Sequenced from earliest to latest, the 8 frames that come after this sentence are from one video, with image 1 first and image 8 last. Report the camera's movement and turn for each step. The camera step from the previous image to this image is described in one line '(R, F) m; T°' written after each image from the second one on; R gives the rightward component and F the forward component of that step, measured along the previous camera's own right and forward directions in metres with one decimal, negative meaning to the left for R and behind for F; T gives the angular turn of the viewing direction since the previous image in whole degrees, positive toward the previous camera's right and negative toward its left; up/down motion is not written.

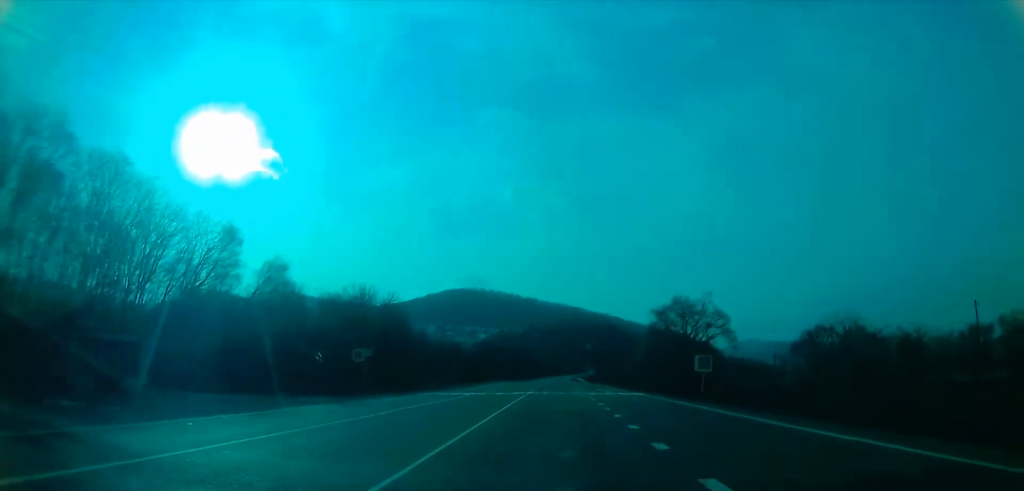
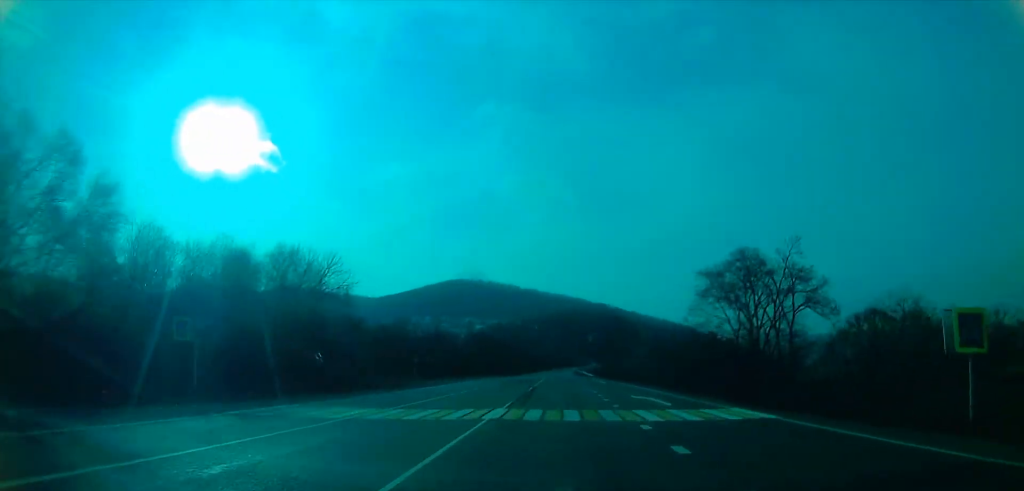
(+0.1, +24.5) m; +1°
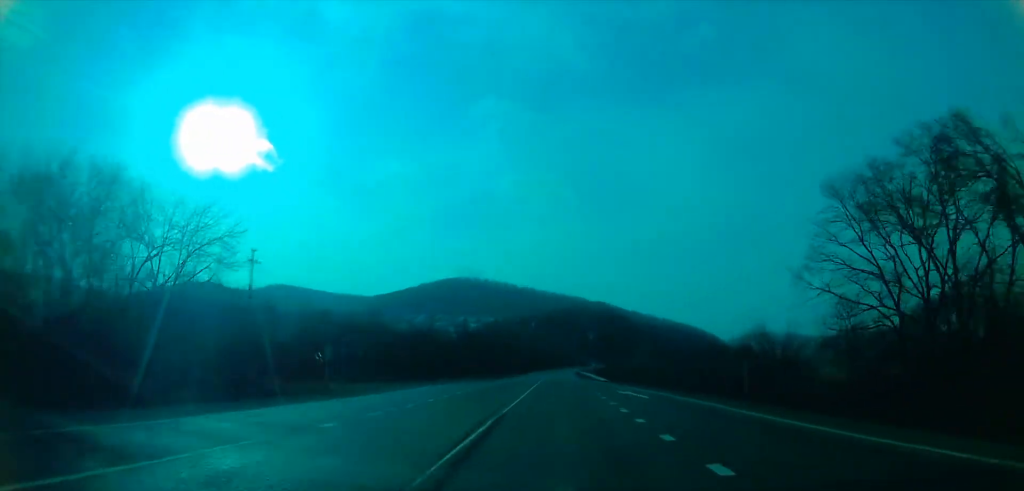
(+0.1, +25.4) m; 0°
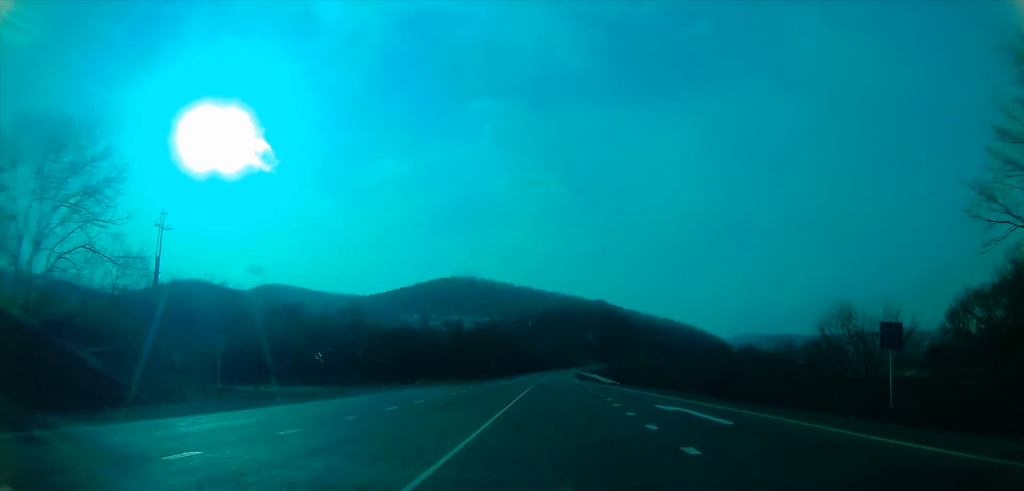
(+0.2, +13.7) m; 0°
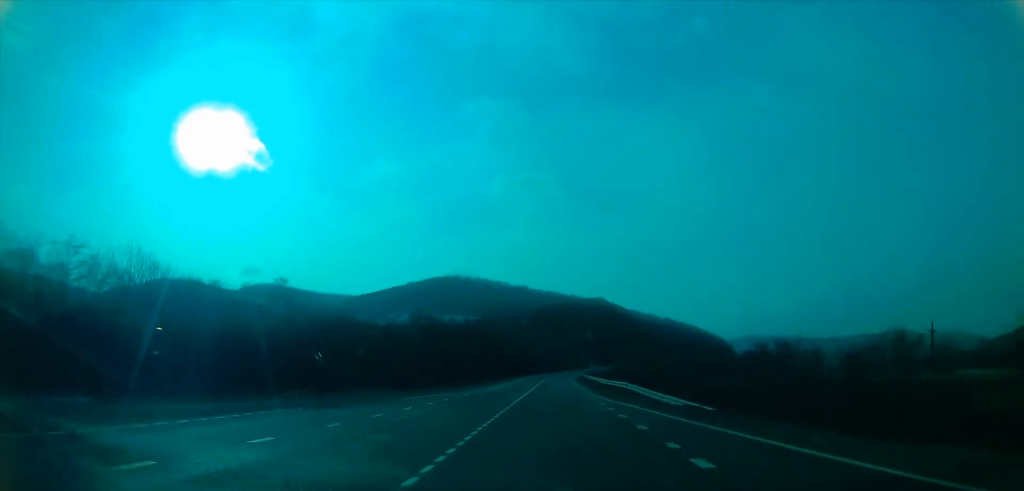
(-0.1, +31.5) m; -1°
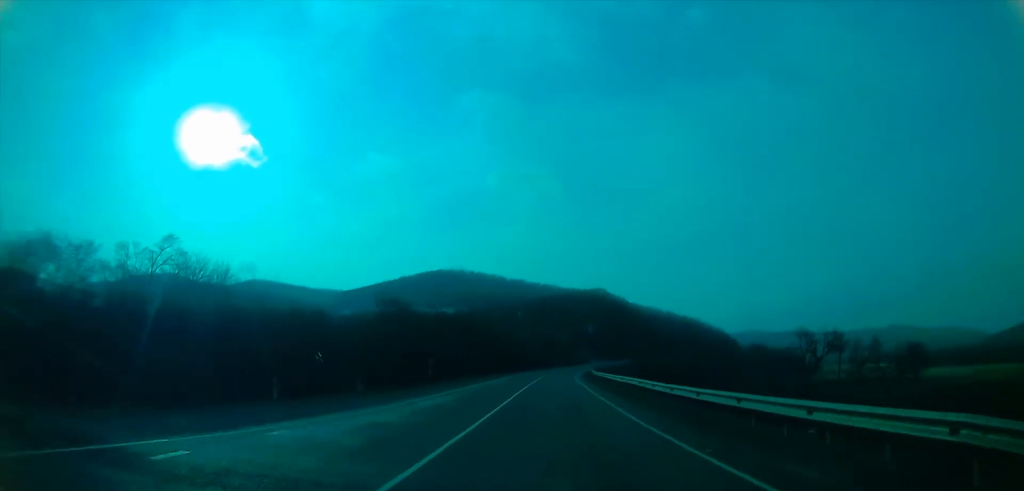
(-0.2, +29.0) m; 0°
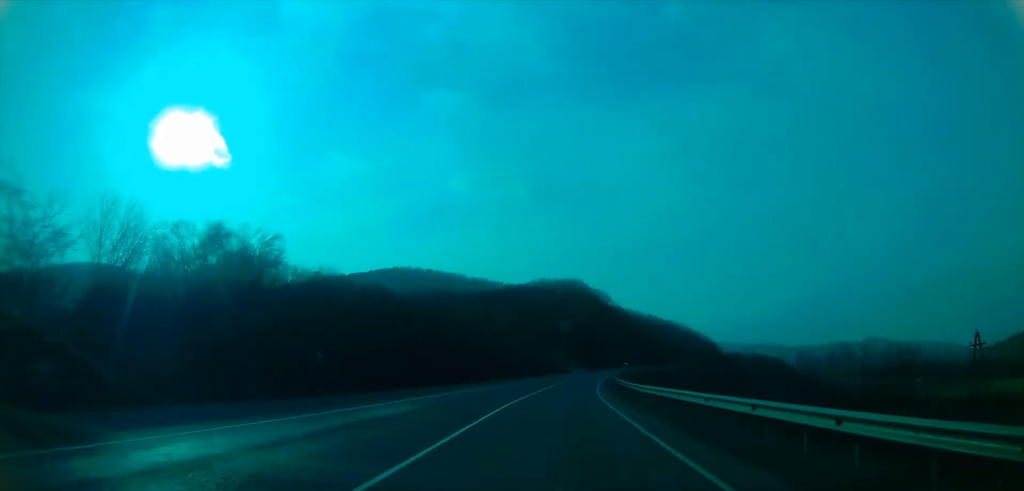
(+1.2, +77.9) m; +2°
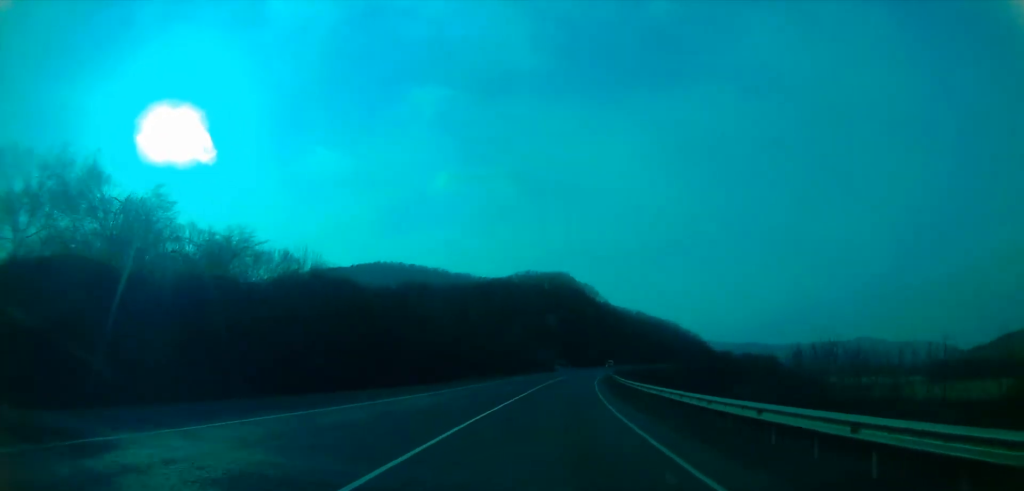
(+0.2, +13.8) m; +1°
